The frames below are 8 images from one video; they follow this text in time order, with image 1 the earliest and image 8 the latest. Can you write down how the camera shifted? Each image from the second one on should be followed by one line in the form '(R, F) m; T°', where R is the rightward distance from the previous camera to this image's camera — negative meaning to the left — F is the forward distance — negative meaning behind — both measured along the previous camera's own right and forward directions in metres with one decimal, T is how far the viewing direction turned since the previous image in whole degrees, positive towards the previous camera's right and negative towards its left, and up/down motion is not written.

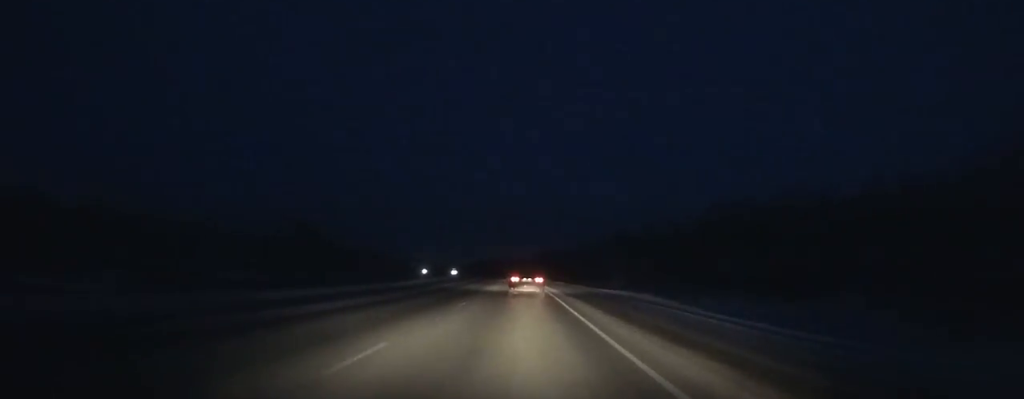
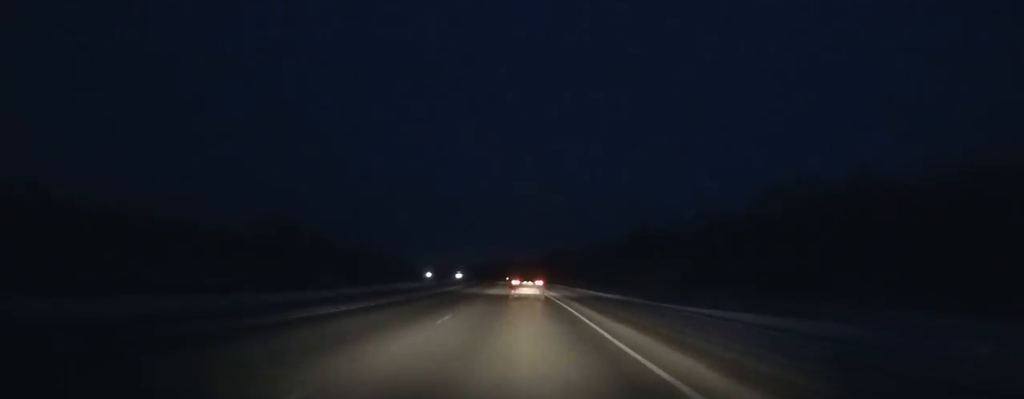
(+0.1, +28.2) m; -1°
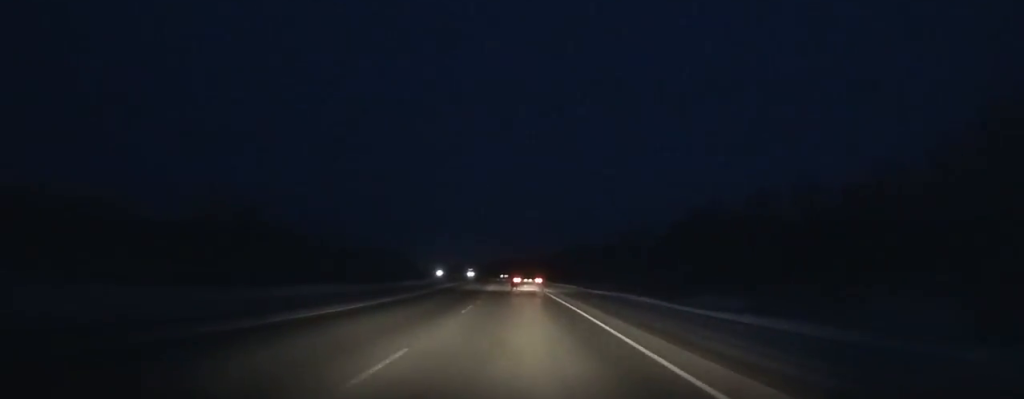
(-1.1, +55.8) m; -2°
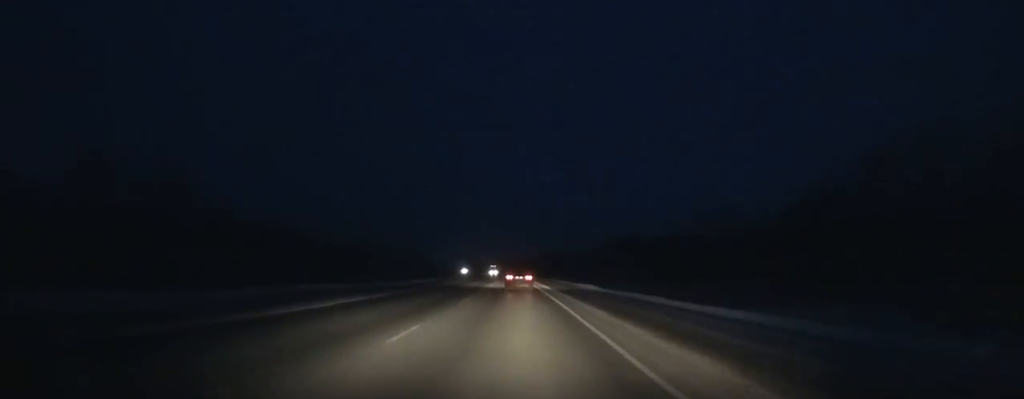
(-1.4, +67.0) m; -2°
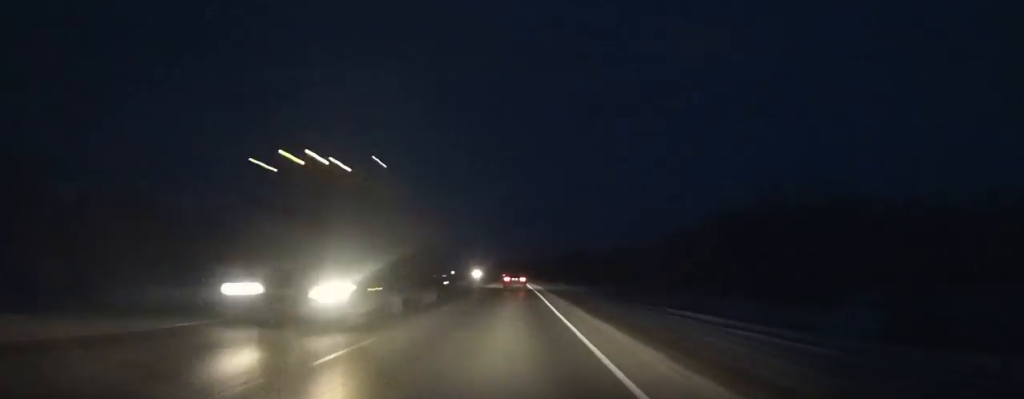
(-1.9, +145.2) m; -2°
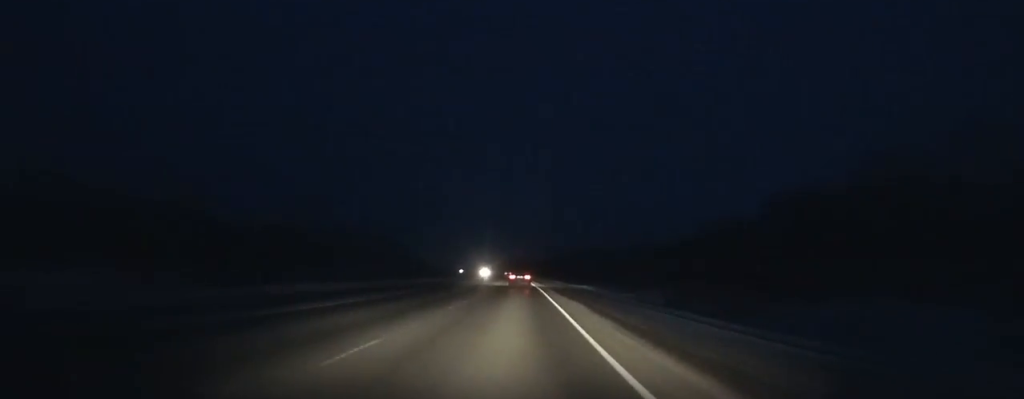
(-0.4, +37.0) m; -1°
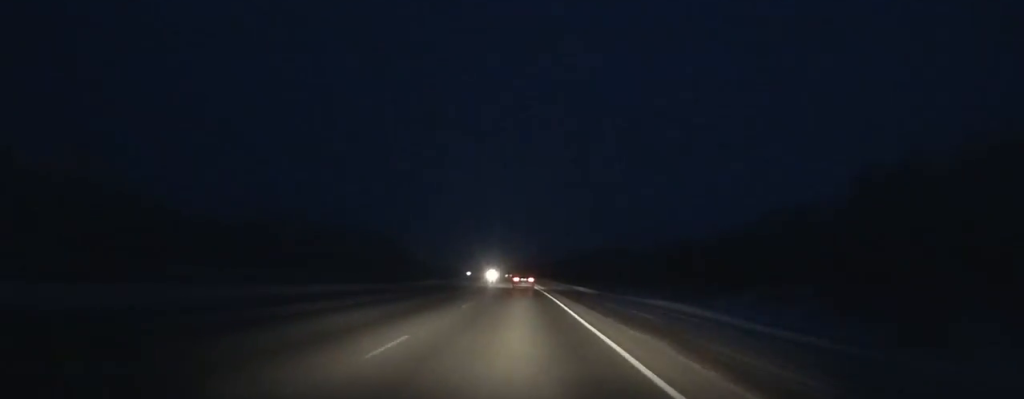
(-0.4, +34.7) m; -1°
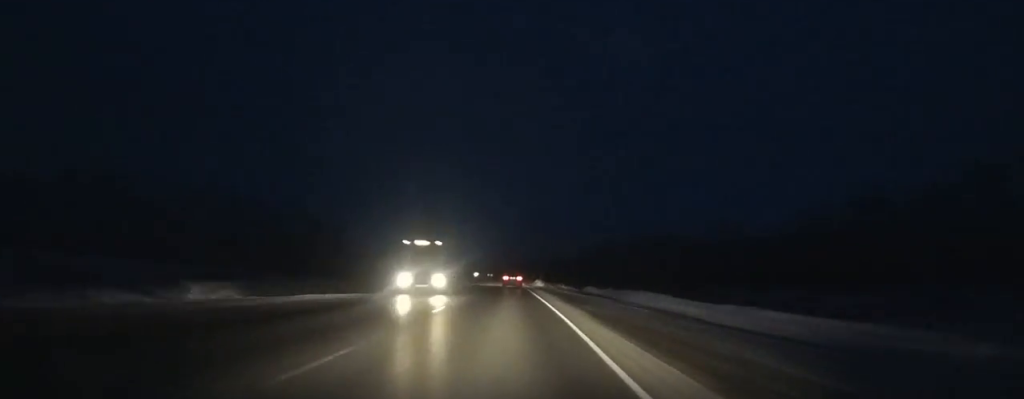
(-1.5, +120.8) m; -2°
